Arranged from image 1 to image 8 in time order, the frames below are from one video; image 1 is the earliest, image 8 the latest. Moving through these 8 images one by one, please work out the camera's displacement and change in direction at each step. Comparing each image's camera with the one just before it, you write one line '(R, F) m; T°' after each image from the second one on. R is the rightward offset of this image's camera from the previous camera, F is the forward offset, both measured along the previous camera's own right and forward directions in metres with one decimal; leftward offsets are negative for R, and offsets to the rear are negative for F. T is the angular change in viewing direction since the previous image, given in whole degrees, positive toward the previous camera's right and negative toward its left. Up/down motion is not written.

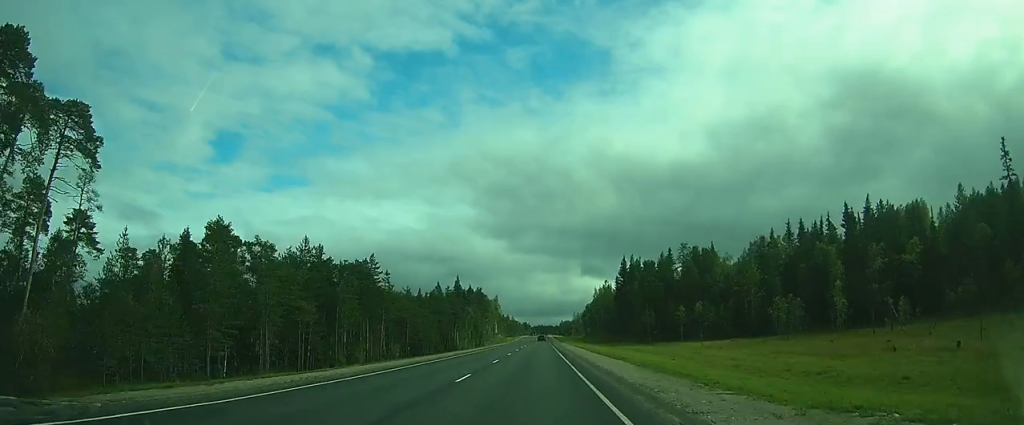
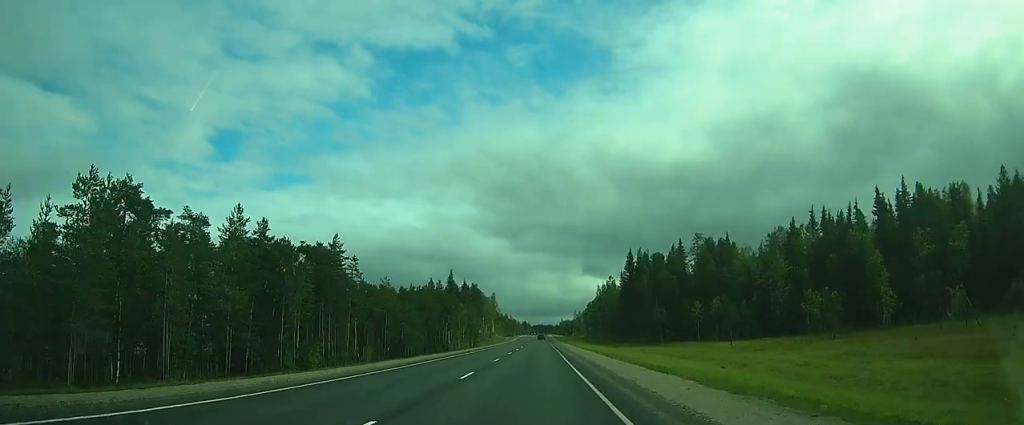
(0.0, +10.5) m; 0°
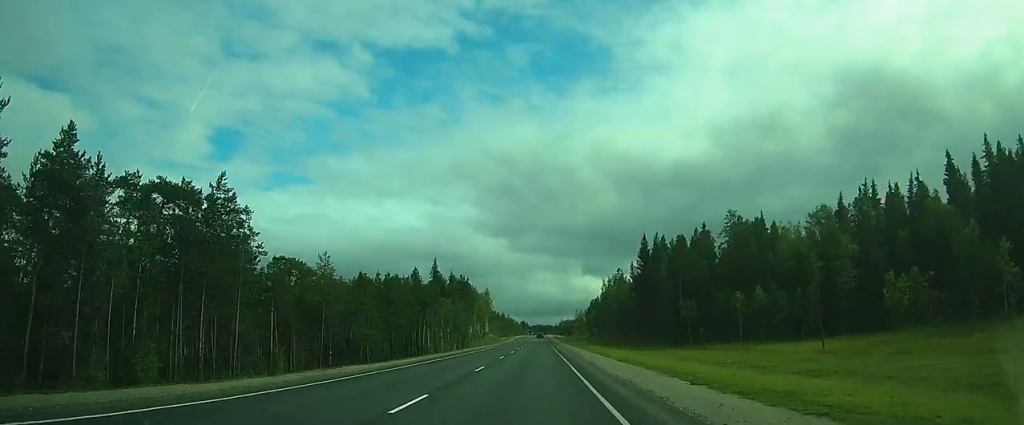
(+0.1, +18.6) m; +1°
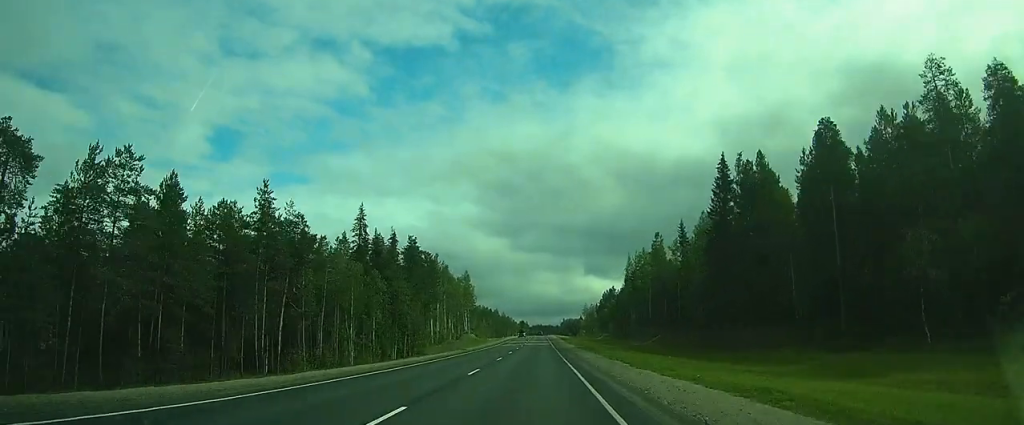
(+0.4, +44.7) m; 0°
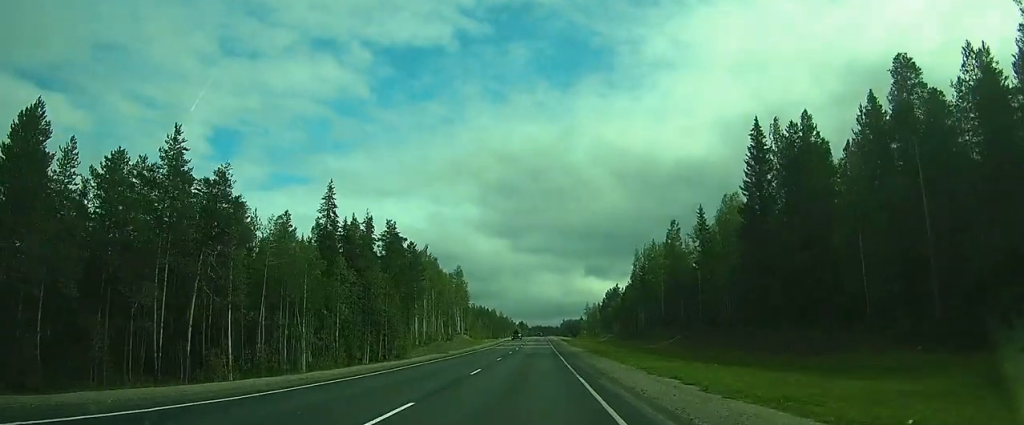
(0.0, +9.4) m; 0°
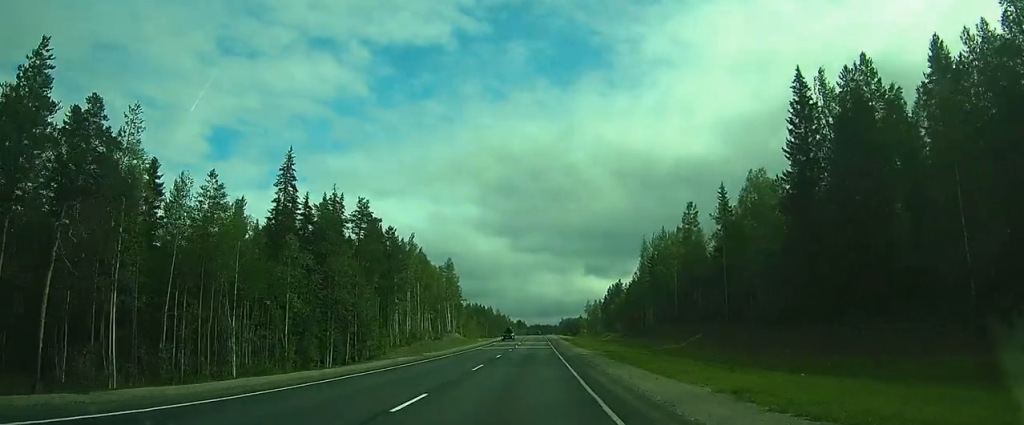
(0.0, +8.6) m; 0°
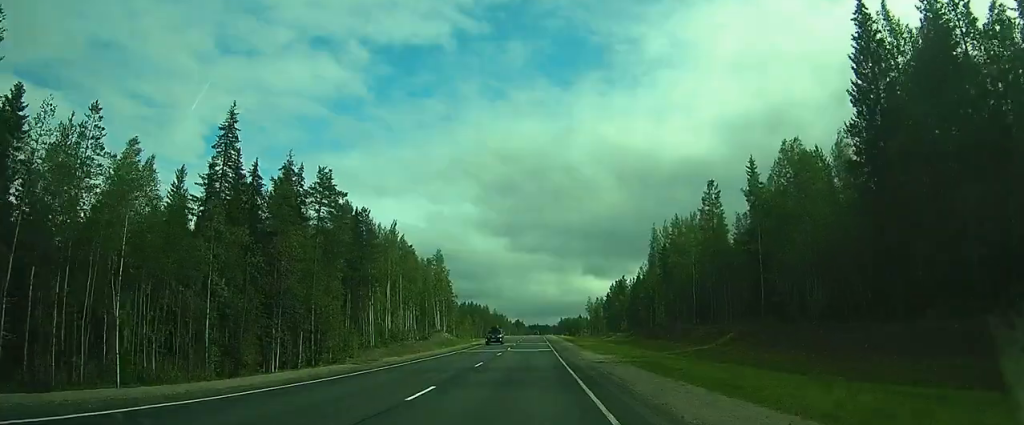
(0.0, +8.6) m; 0°
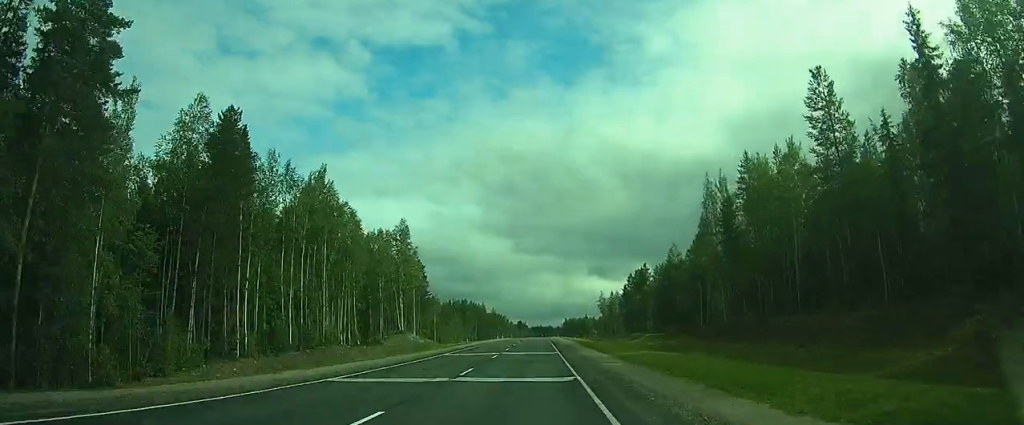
(-0.1, +29.2) m; 0°
